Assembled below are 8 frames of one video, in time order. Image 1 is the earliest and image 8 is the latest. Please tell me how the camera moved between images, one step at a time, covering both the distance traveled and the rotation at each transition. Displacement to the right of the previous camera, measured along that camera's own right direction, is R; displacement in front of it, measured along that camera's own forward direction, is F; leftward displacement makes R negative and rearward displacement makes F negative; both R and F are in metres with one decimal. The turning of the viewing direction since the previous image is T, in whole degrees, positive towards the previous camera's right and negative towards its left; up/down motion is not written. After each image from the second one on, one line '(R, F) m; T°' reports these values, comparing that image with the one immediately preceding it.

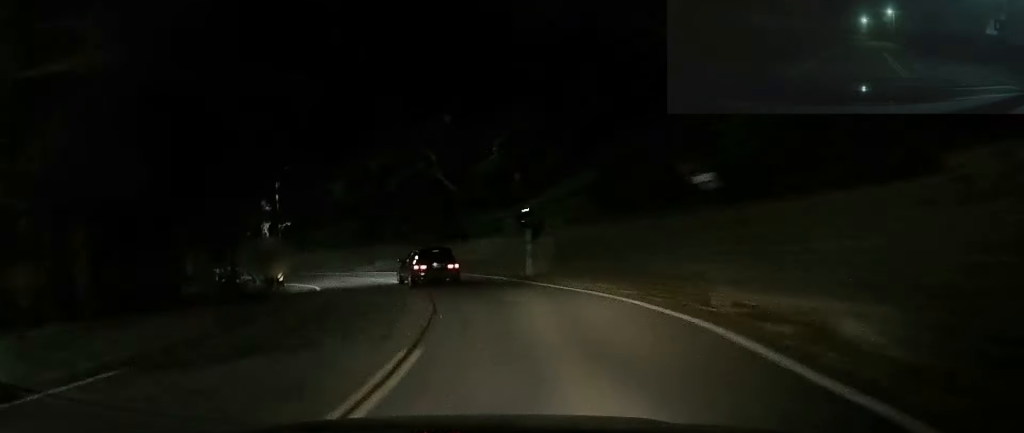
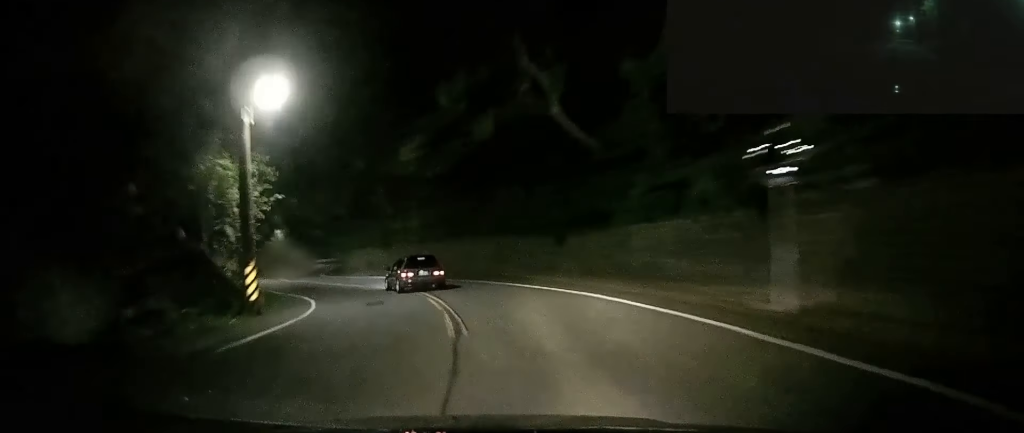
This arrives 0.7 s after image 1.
(+1.1, +16.8) m; -2°
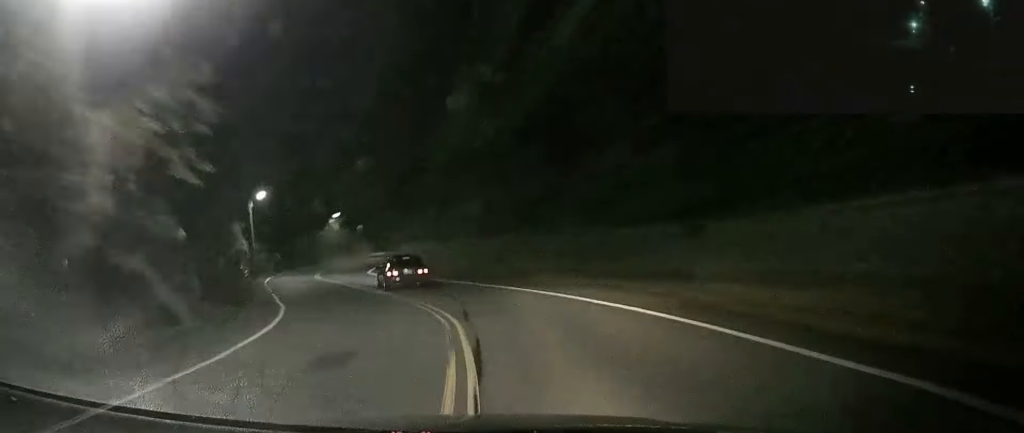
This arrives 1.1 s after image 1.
(-0.8, +11.0) m; -6°
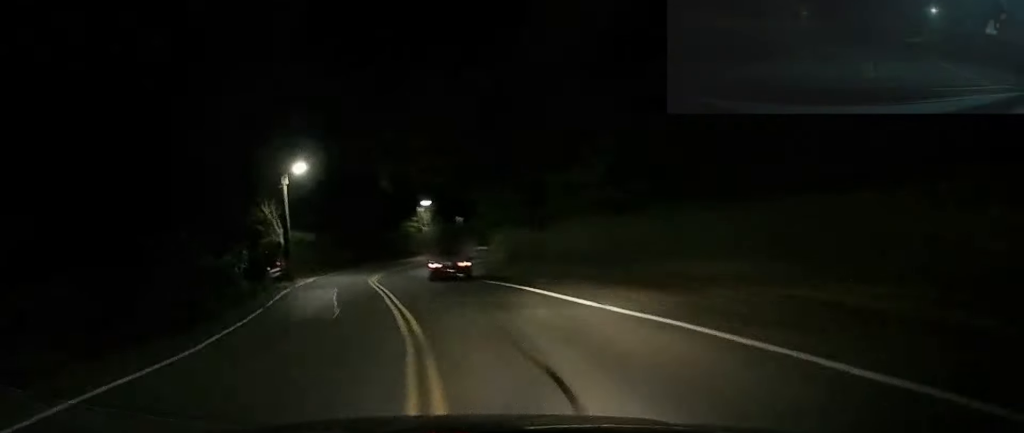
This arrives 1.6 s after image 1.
(+0.4, +11.9) m; -7°
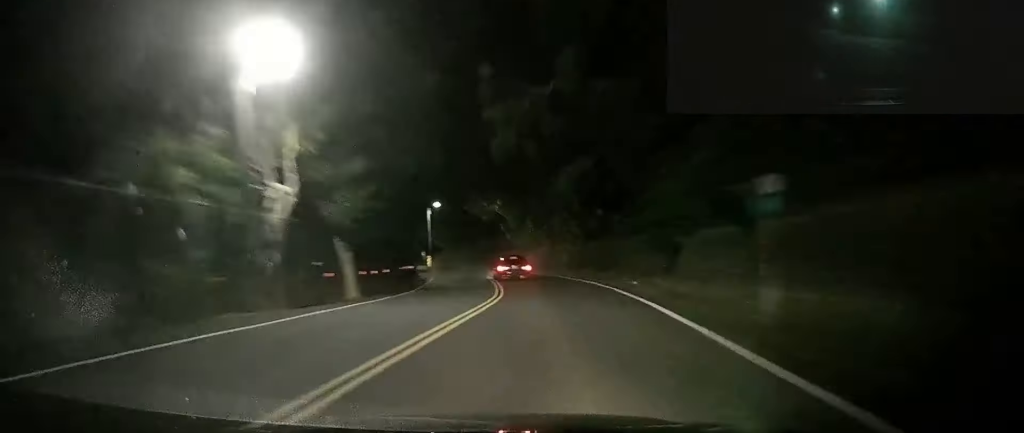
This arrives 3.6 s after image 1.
(-15.2, +52.6) m; -22°
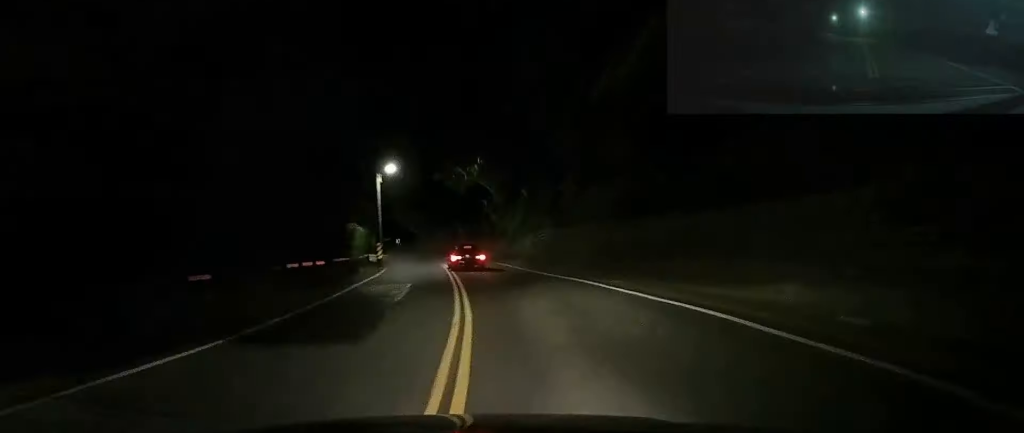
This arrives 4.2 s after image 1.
(+0.3, +17.2) m; +1°
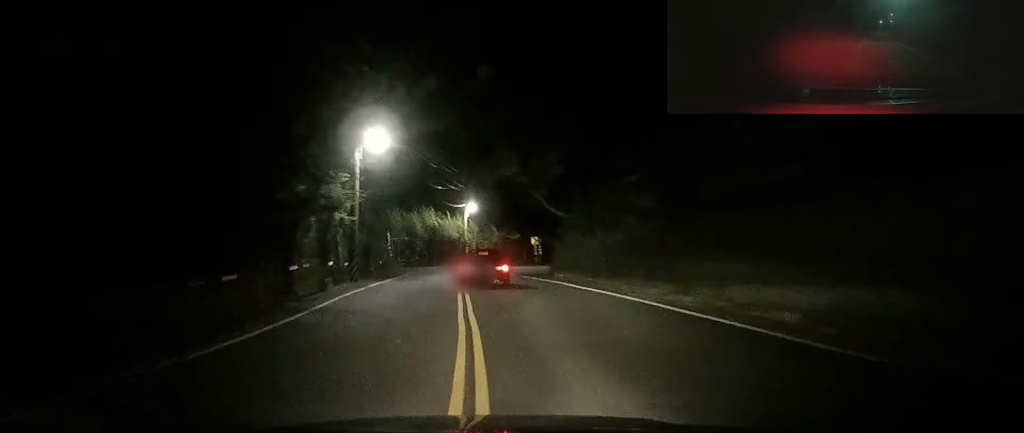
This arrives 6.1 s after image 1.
(+0.7, +59.9) m; -1°
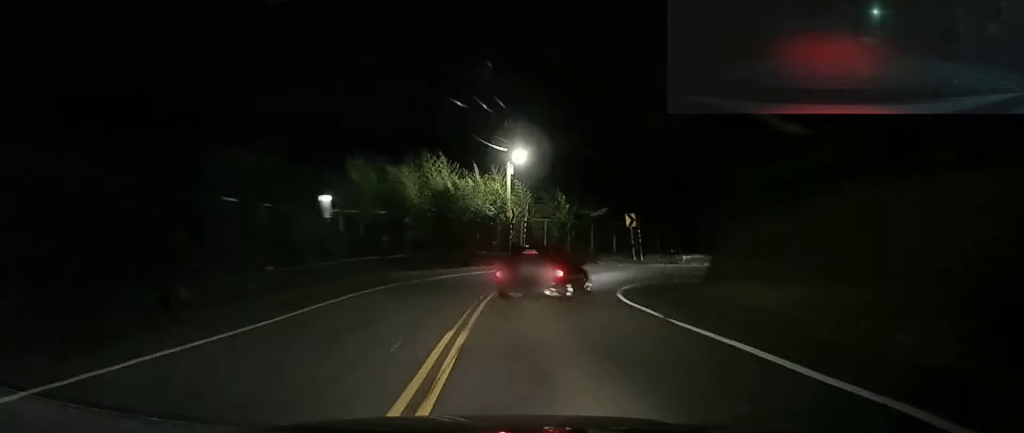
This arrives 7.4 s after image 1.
(-1.3, +33.9) m; -4°
